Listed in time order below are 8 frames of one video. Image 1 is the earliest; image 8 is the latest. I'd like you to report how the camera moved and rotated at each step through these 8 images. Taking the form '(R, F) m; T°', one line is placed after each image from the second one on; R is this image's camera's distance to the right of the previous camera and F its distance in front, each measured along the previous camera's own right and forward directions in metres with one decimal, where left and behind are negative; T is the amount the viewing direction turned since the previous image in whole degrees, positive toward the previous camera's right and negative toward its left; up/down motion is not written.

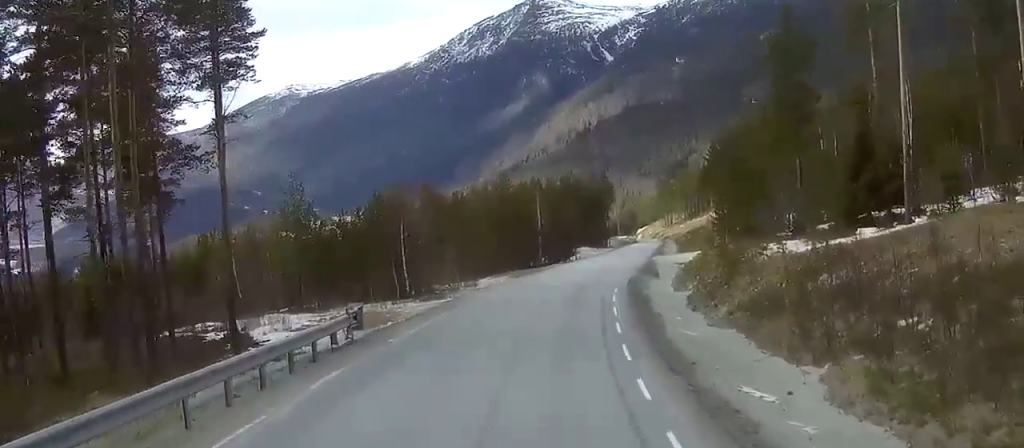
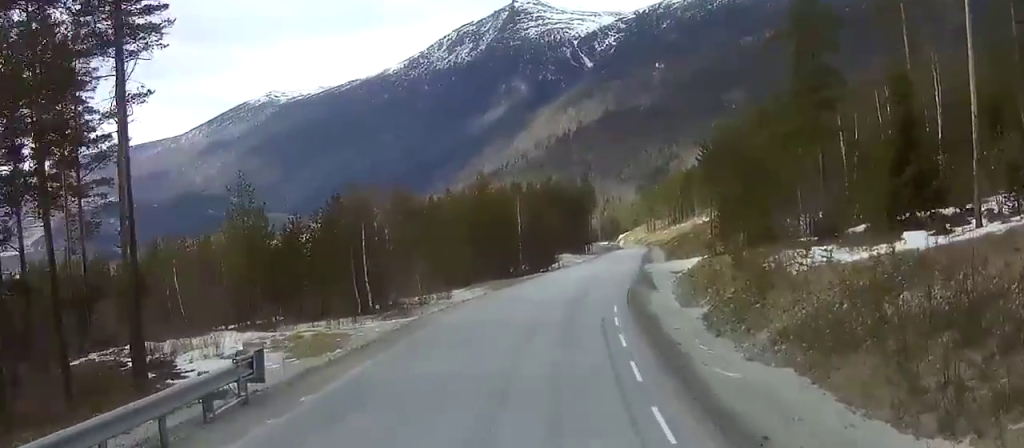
(0.0, +9.3) m; +3°
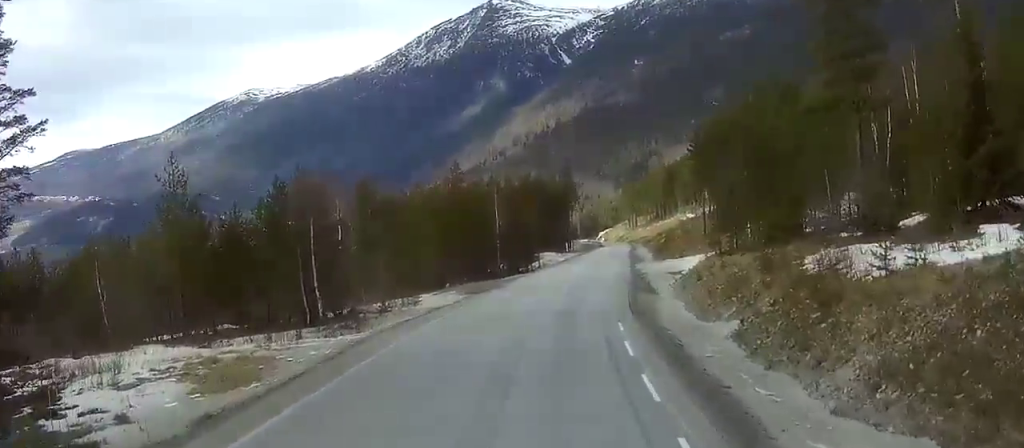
(+0.6, +9.8) m; +3°
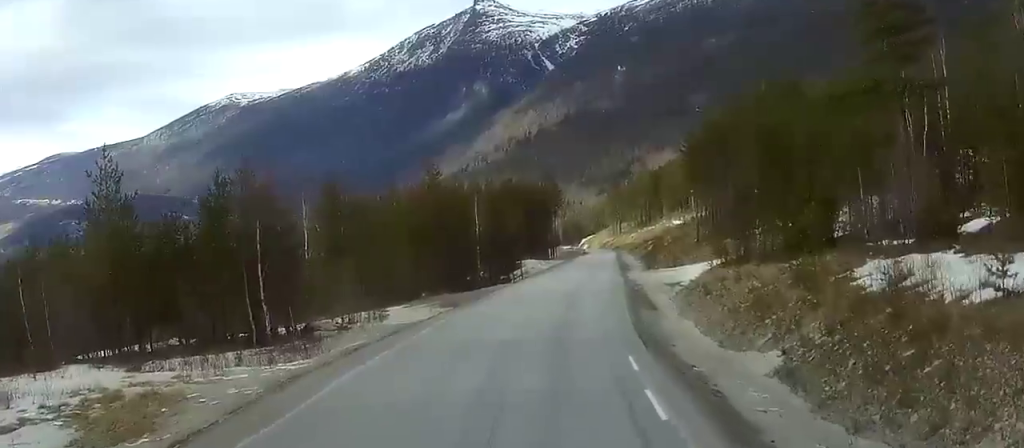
(+0.2, +7.7) m; +2°
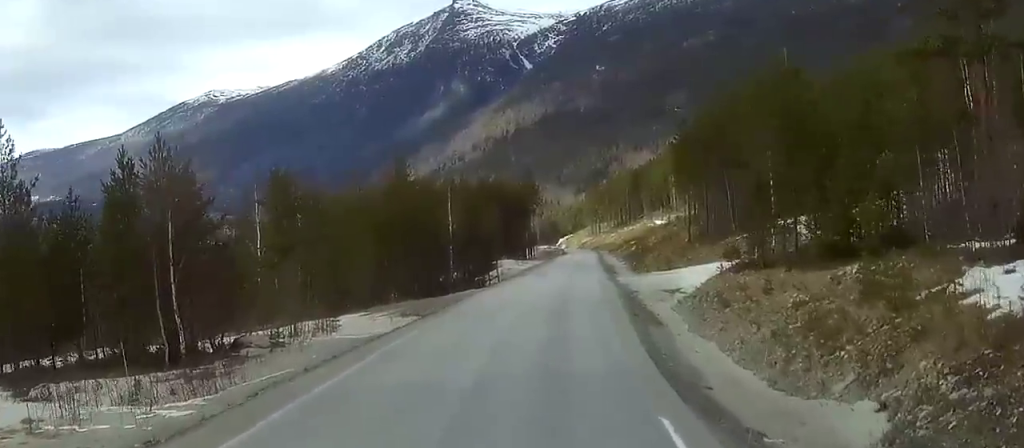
(+0.2, +9.2) m; +1°
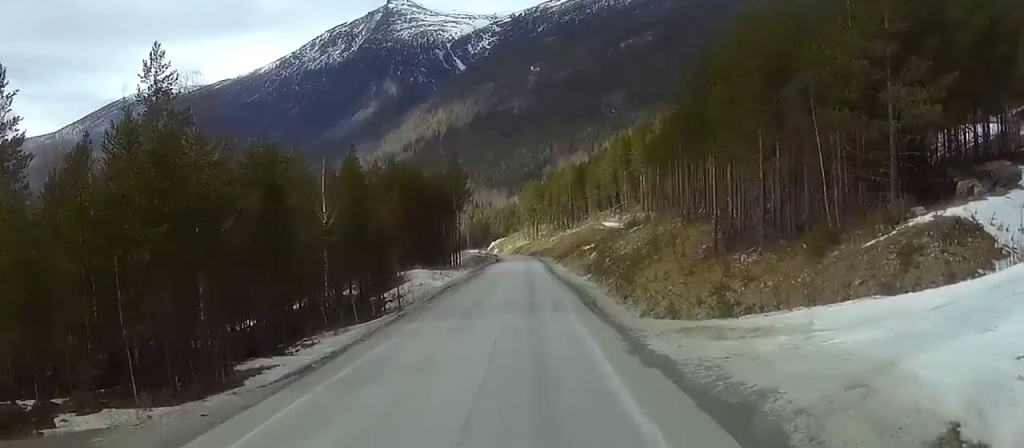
(+2.9, +44.1) m; +6°
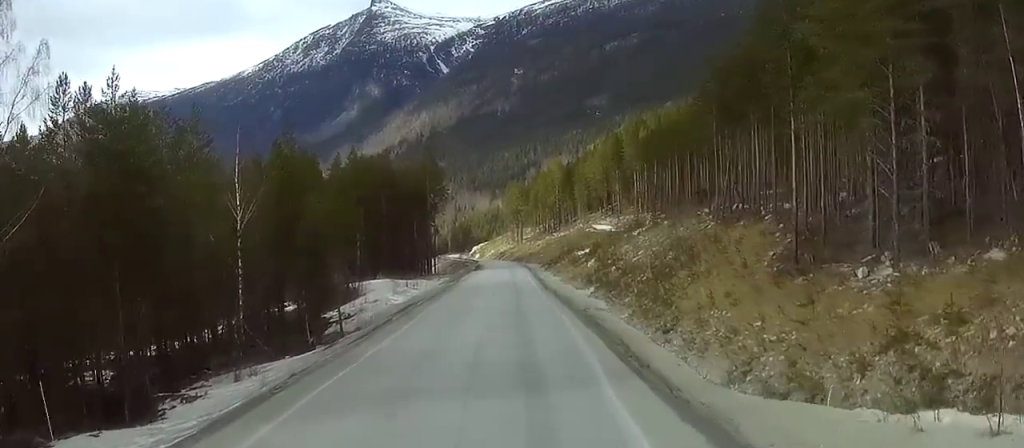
(+0.1, +21.1) m; +1°
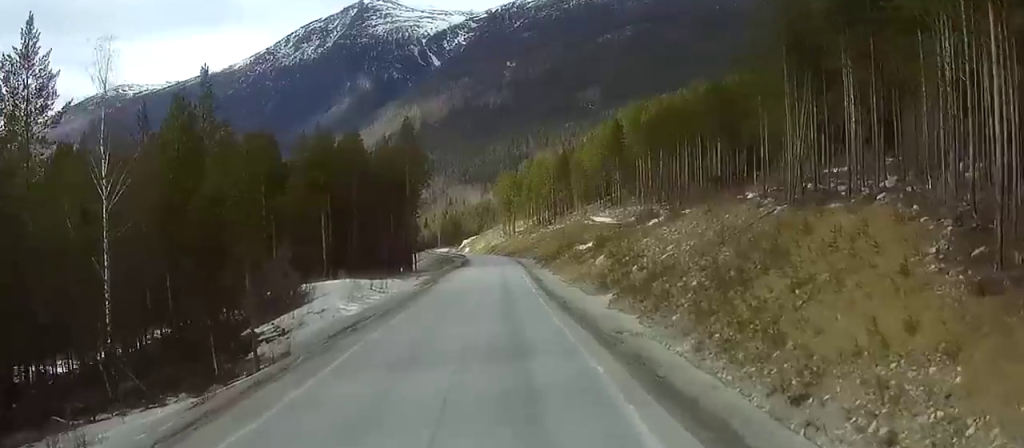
(+0.4, +18.9) m; +3°
